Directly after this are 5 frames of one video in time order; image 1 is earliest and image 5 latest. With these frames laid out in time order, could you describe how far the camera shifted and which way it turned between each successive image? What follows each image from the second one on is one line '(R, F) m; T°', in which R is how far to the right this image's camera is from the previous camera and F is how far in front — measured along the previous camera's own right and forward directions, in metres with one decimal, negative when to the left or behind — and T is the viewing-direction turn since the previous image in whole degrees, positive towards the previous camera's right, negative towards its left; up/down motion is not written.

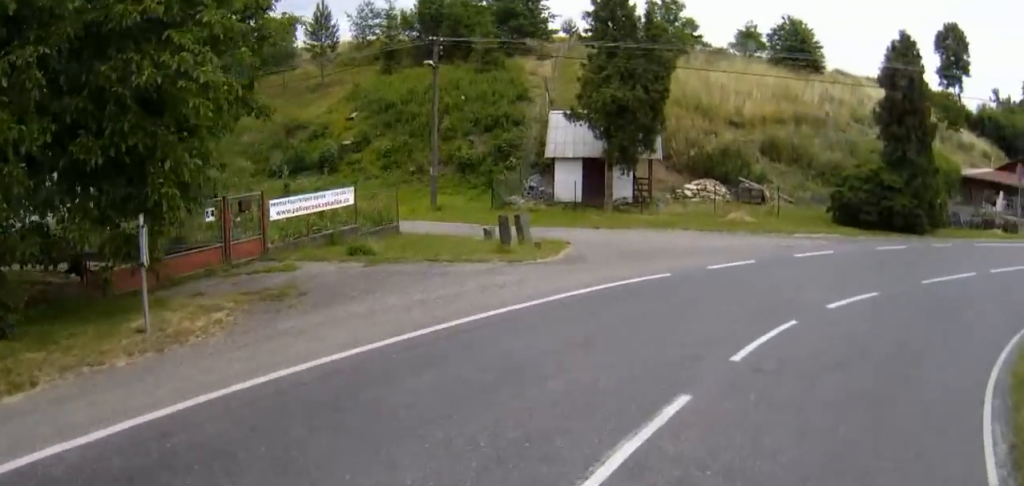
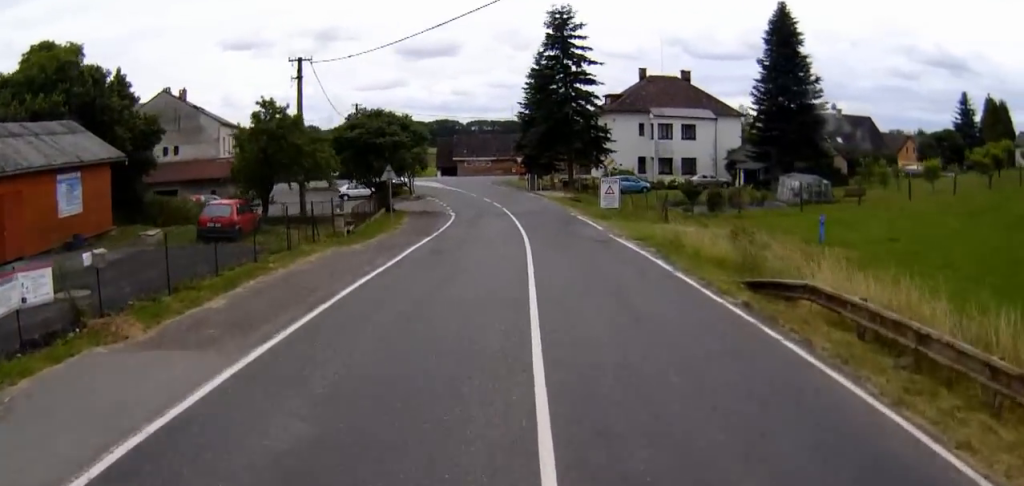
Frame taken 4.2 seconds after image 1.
(+20.3, +23.8) m; +67°
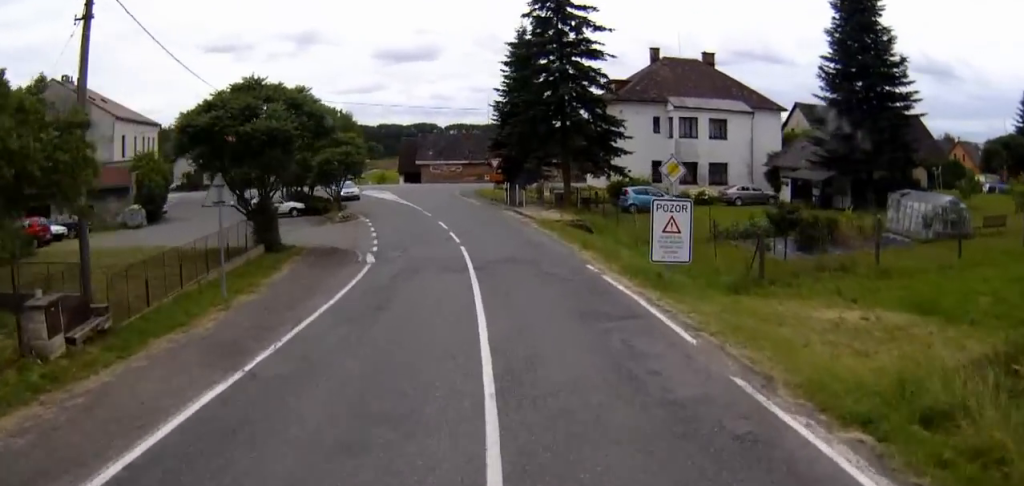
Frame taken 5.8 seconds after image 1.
(+1.2, +13.2) m; +6°
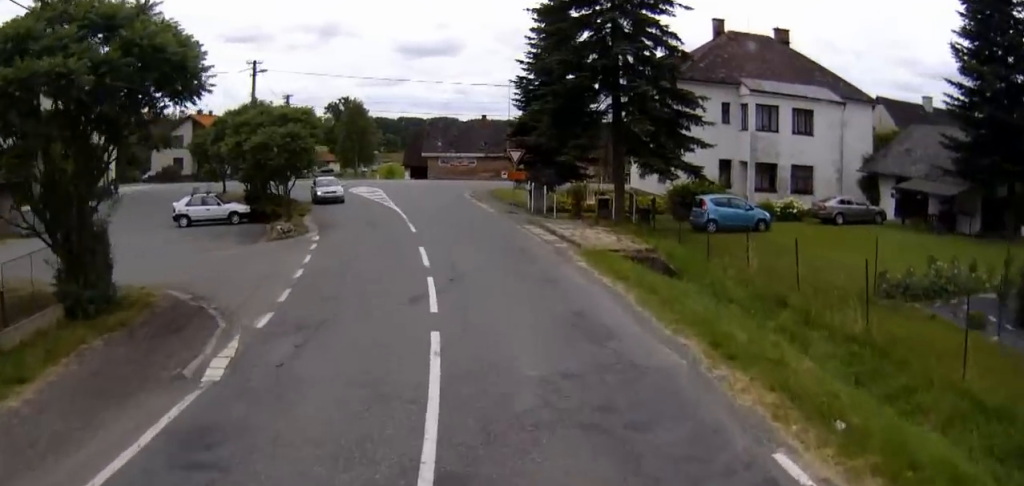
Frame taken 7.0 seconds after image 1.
(0.0, +11.2) m; -1°
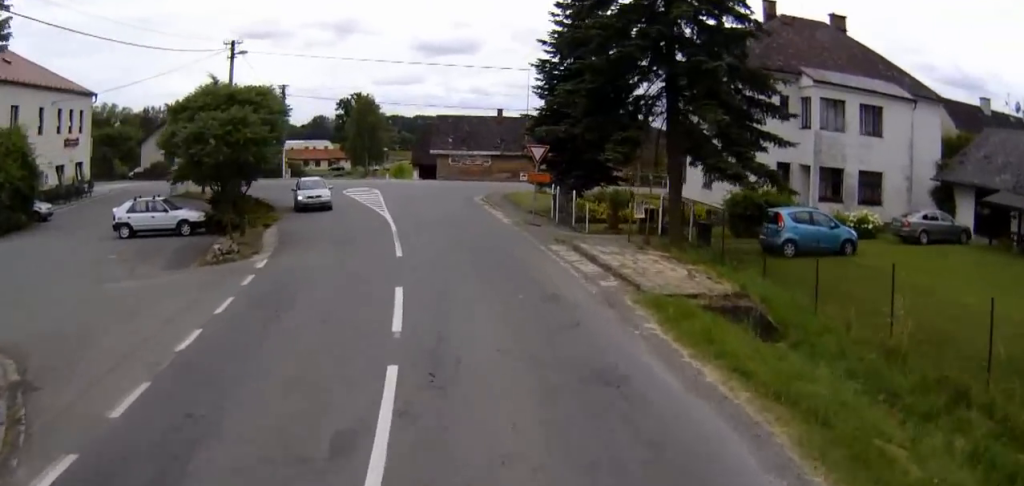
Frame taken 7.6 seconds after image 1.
(+0.1, +6.2) m; -2°
